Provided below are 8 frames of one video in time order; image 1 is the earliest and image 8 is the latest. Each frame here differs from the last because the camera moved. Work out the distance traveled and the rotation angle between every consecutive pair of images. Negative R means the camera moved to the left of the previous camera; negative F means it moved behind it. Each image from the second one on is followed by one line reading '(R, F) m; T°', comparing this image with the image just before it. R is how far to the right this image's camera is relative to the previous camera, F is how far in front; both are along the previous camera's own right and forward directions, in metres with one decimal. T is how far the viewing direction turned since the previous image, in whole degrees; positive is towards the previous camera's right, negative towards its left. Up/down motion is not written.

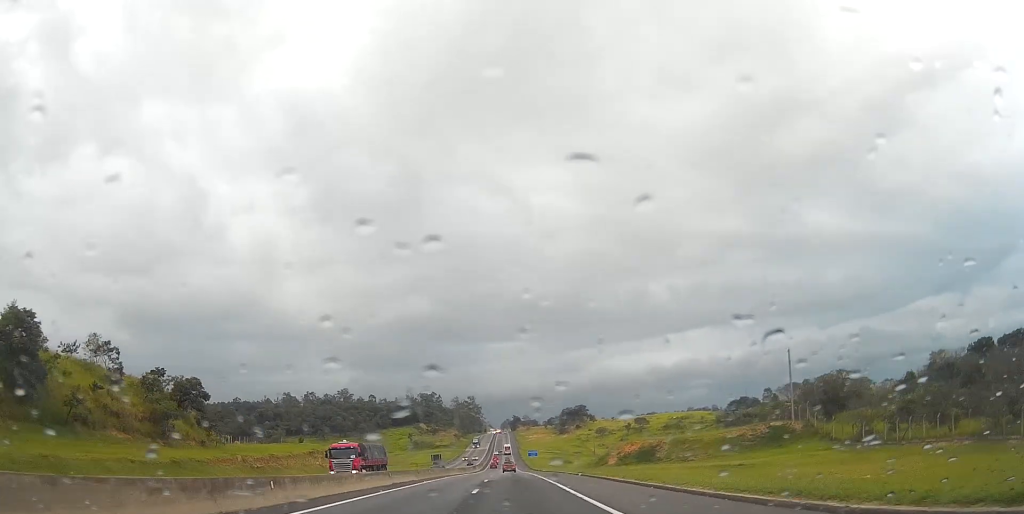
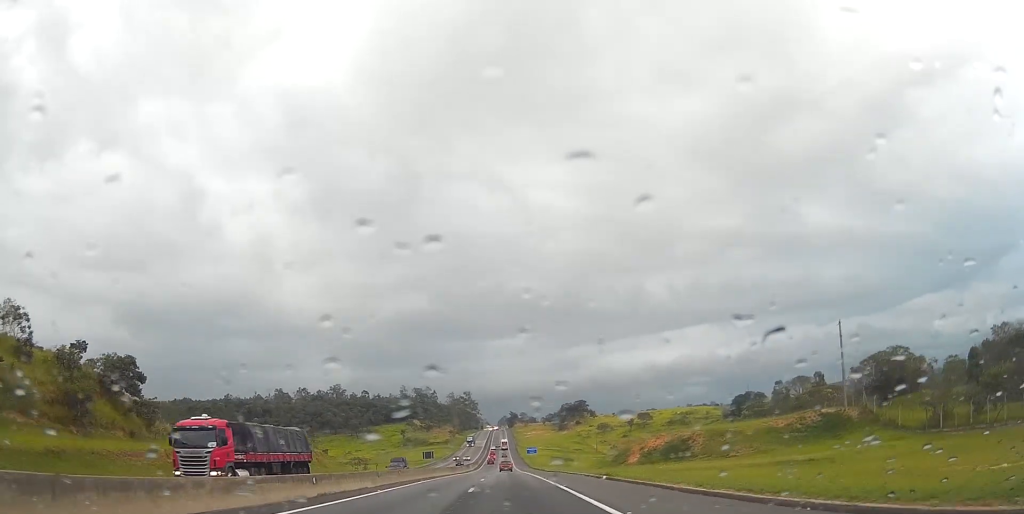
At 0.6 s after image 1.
(0.0, +15.3) m; 0°
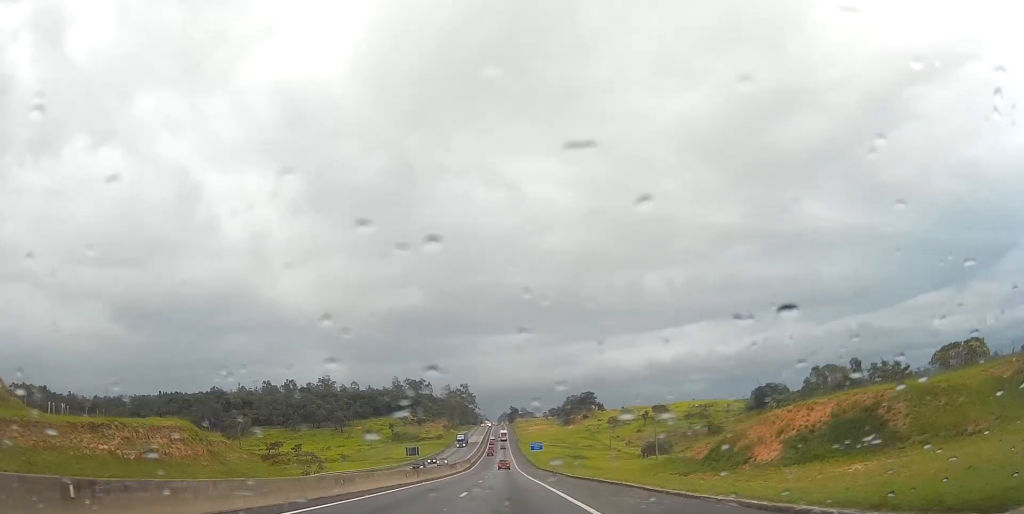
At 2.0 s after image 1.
(+0.1, +35.0) m; 0°
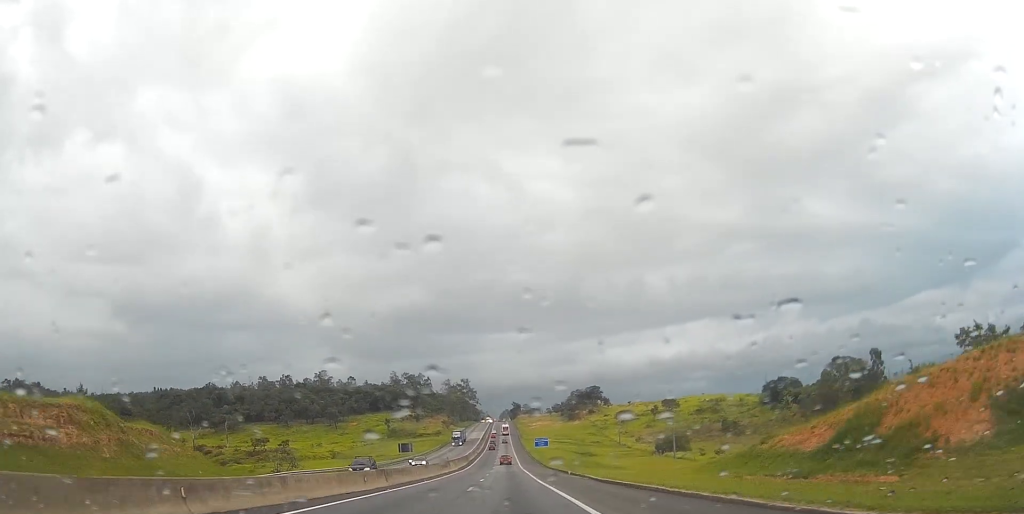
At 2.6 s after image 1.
(-0.1, +15.4) m; 0°
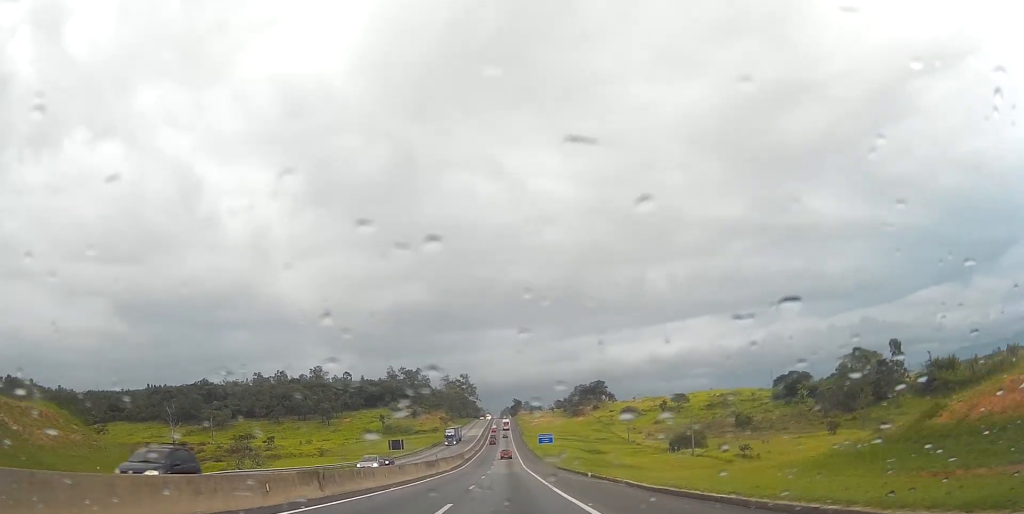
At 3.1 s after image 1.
(0.0, +14.5) m; 0°
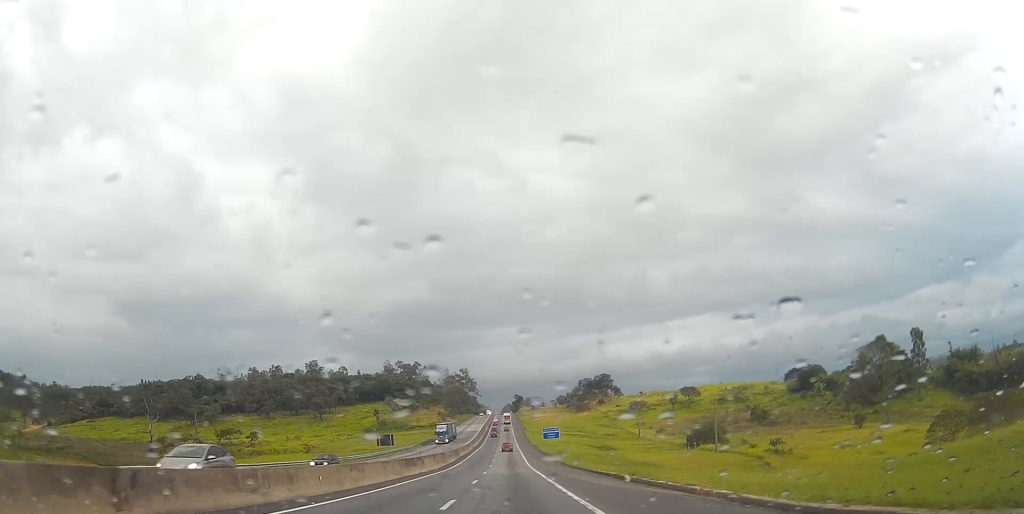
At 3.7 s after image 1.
(0.0, +14.6) m; 0°
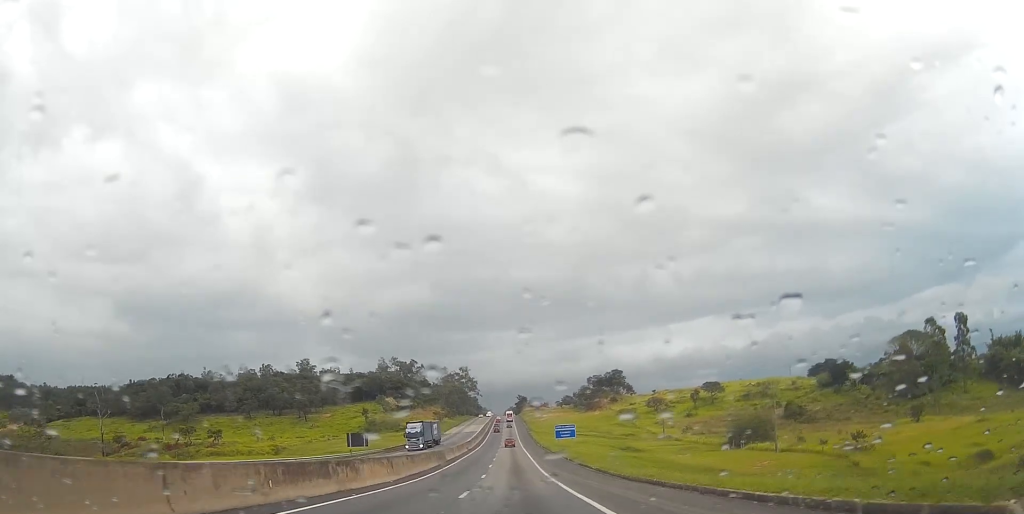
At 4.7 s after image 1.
(0.0, +26.8) m; 0°
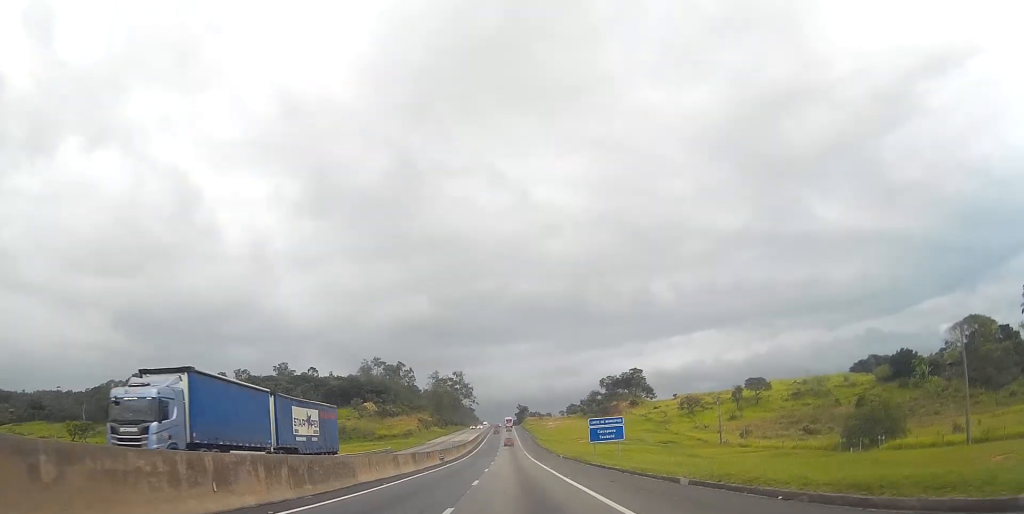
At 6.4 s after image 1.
(0.0, +44.1) m; 0°
